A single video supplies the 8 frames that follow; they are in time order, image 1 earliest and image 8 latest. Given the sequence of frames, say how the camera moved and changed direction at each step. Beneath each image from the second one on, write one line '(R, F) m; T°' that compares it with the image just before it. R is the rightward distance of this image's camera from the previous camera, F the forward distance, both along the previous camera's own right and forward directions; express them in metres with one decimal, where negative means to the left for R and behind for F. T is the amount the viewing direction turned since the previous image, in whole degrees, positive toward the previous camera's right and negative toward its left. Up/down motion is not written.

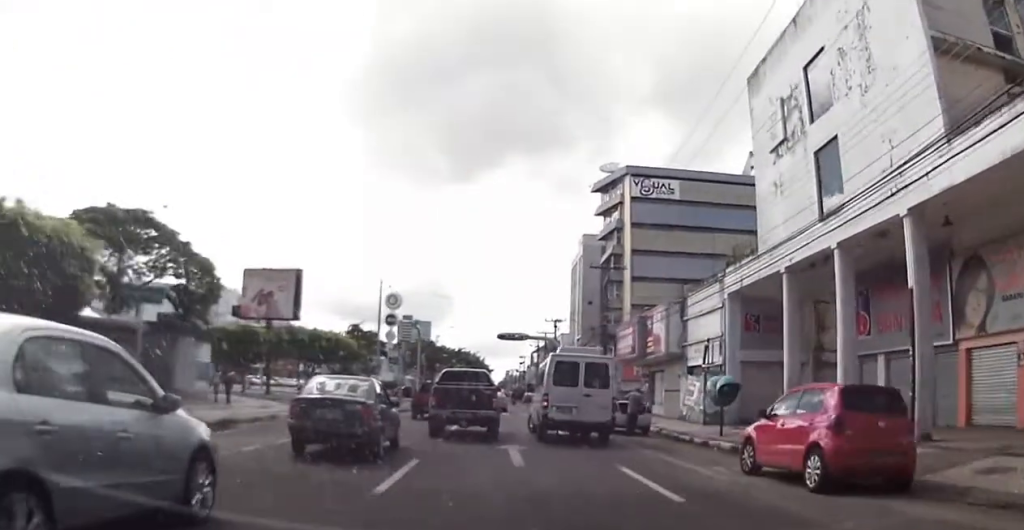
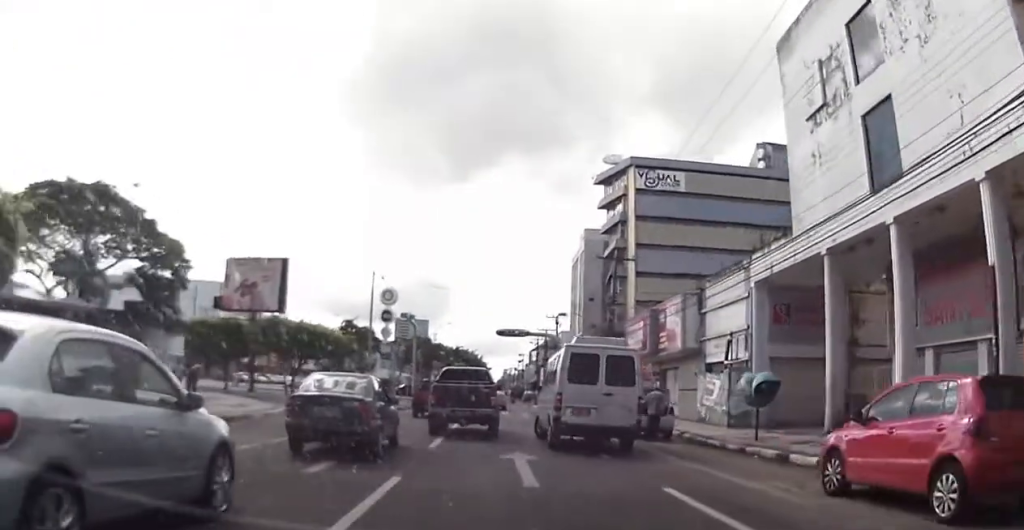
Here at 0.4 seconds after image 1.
(0.0, +3.1) m; 0°
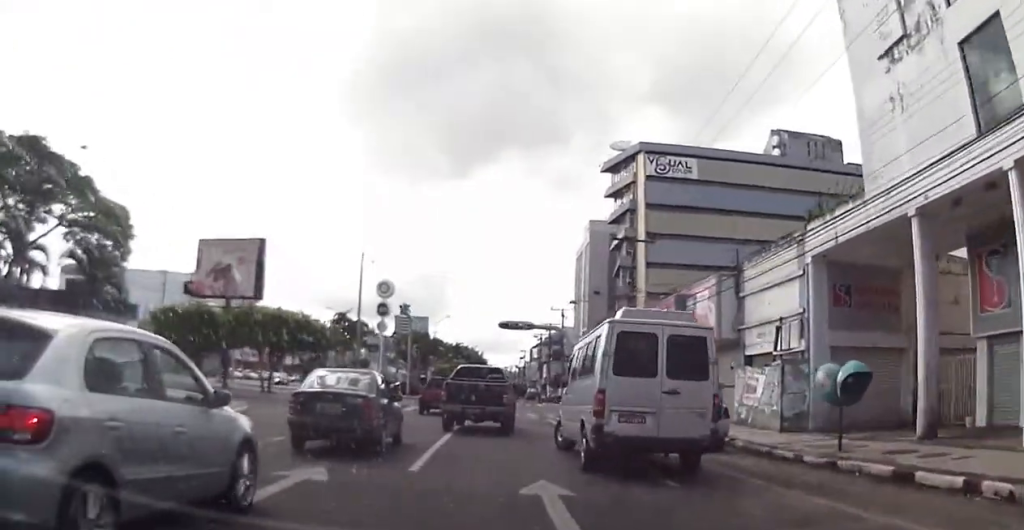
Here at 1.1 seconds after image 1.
(0.0, +4.8) m; 0°
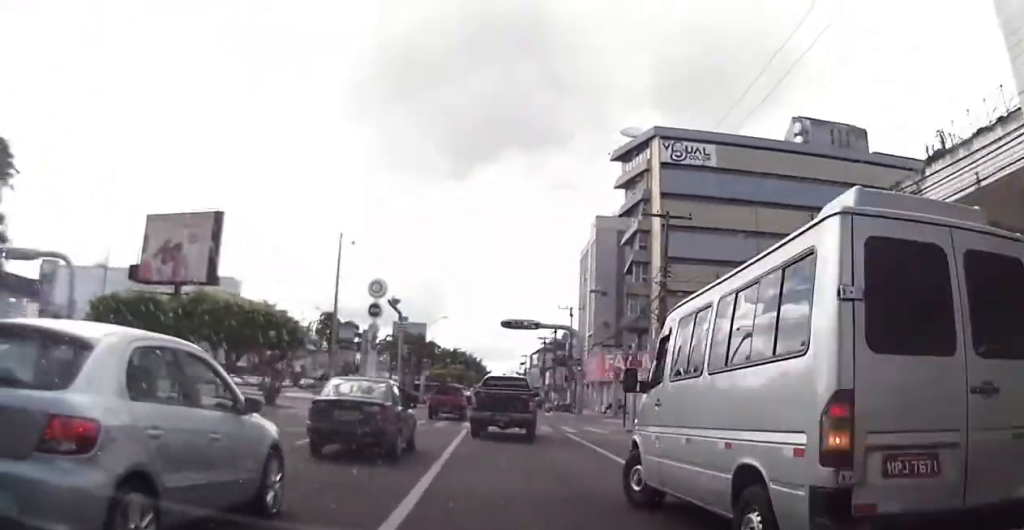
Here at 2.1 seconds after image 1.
(0.0, +7.0) m; 0°
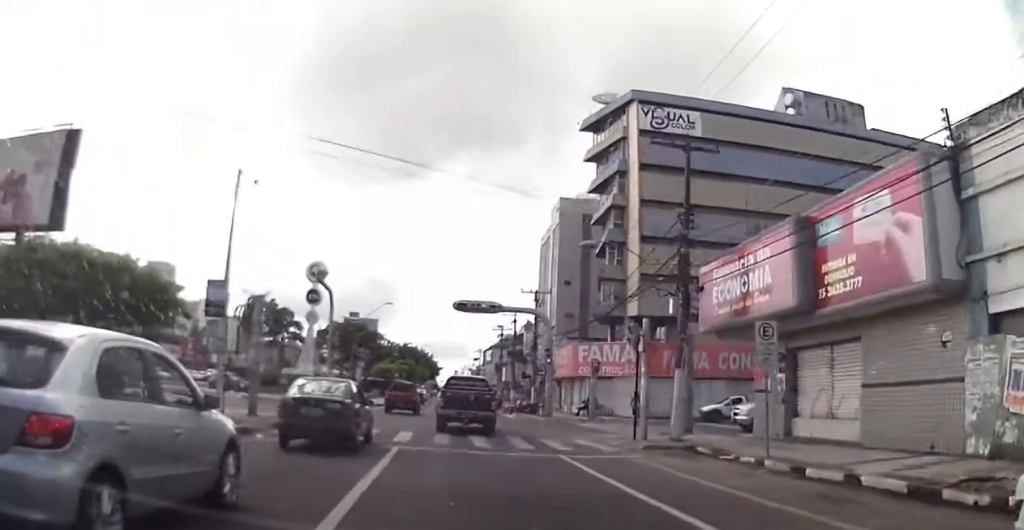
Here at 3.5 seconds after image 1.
(+0.3, +9.3) m; +4°
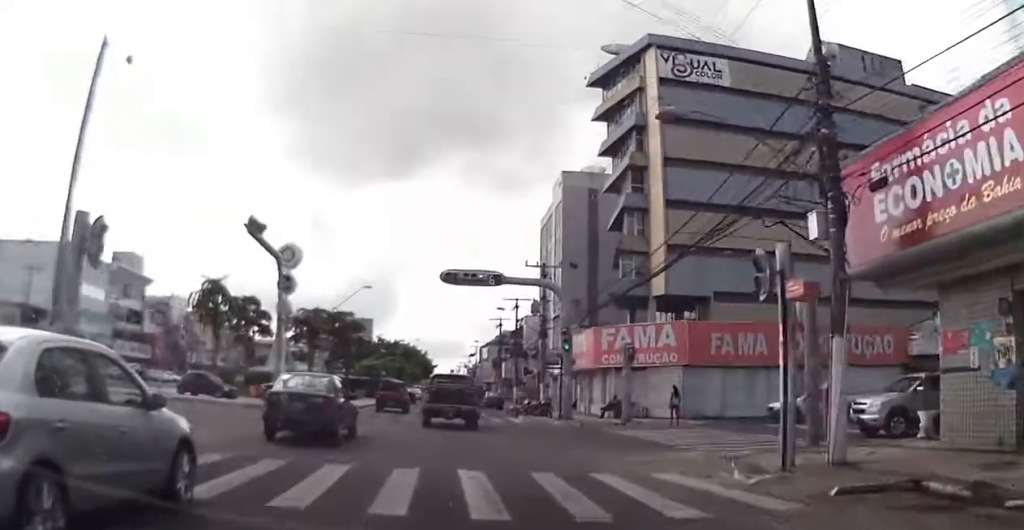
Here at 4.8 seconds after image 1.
(+0.1, +9.4) m; 0°
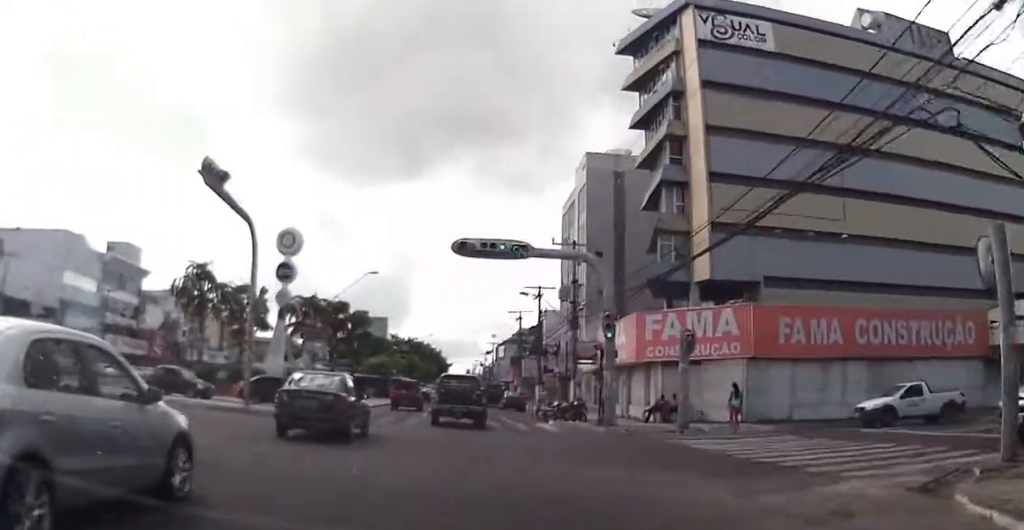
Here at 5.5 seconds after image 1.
(-0.1, +5.9) m; 0°
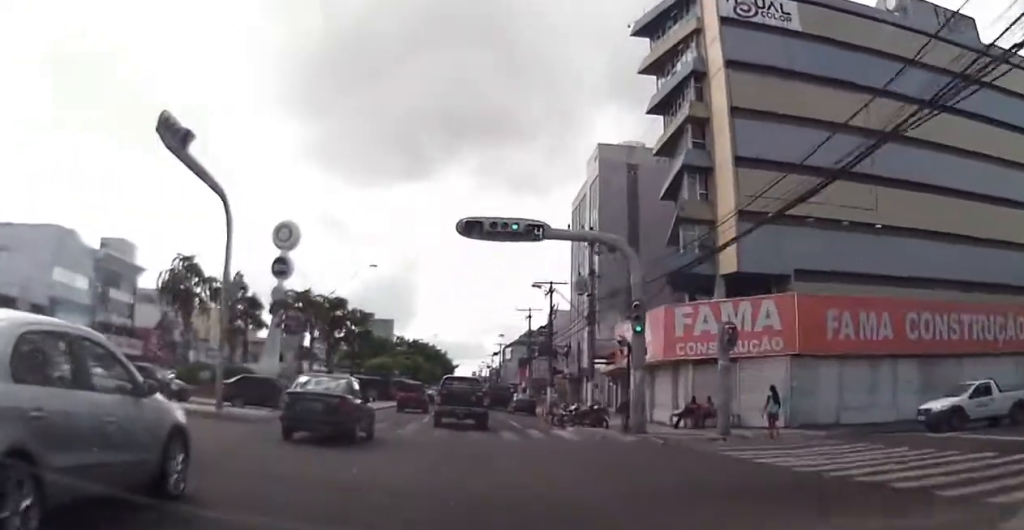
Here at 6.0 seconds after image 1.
(+0.2, +3.4) m; 0°
